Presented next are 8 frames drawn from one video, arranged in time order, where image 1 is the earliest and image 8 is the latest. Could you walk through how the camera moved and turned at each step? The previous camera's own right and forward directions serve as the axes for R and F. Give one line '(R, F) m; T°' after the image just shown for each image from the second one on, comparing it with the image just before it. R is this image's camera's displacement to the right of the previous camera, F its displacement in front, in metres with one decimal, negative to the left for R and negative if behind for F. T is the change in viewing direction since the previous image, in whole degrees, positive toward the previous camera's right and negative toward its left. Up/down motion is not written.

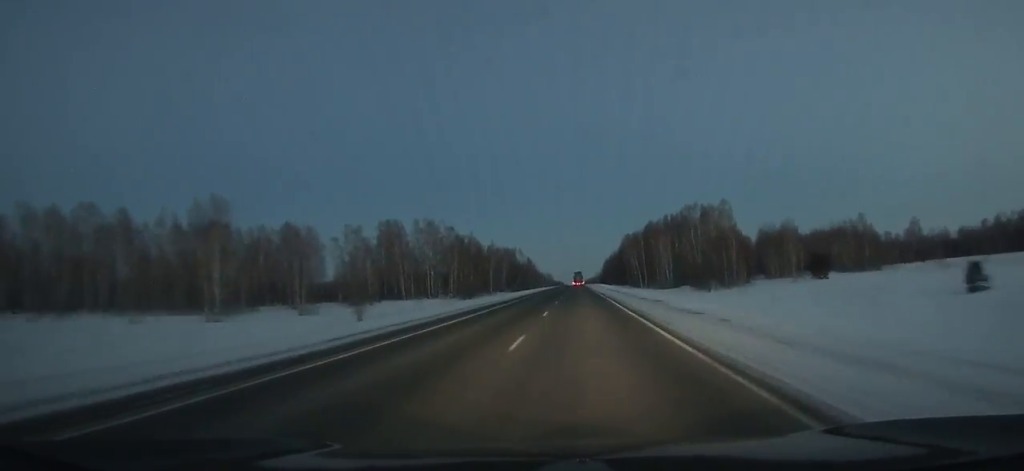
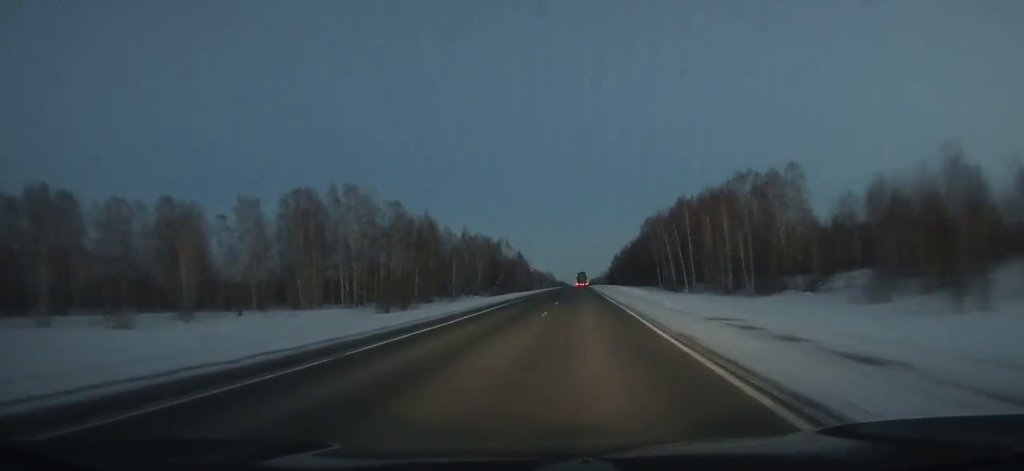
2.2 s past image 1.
(+0.1, +63.1) m; 0°
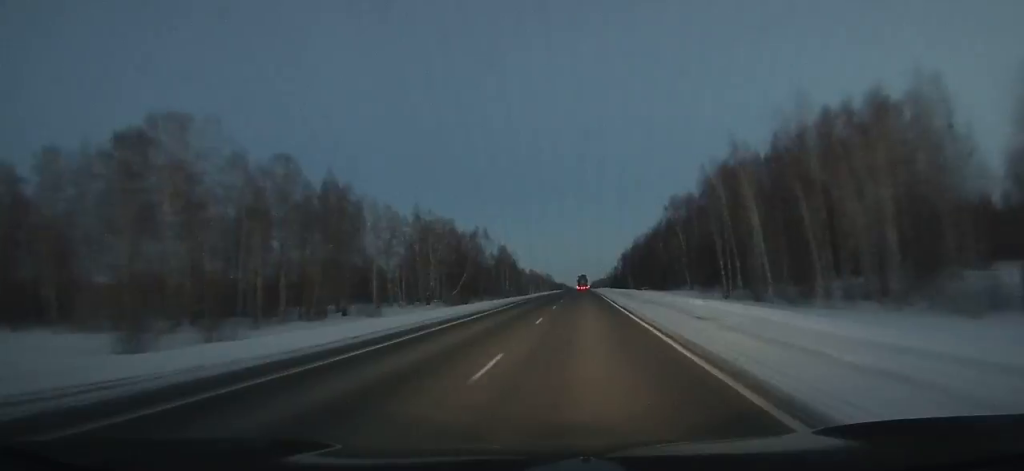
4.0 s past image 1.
(-0.1, +52.8) m; 0°
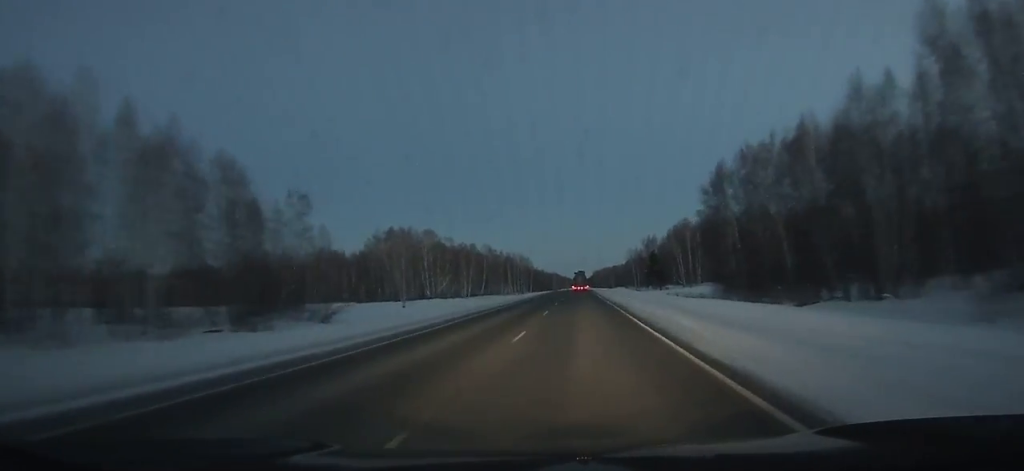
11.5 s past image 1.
(+0.4, +225.1) m; 0°
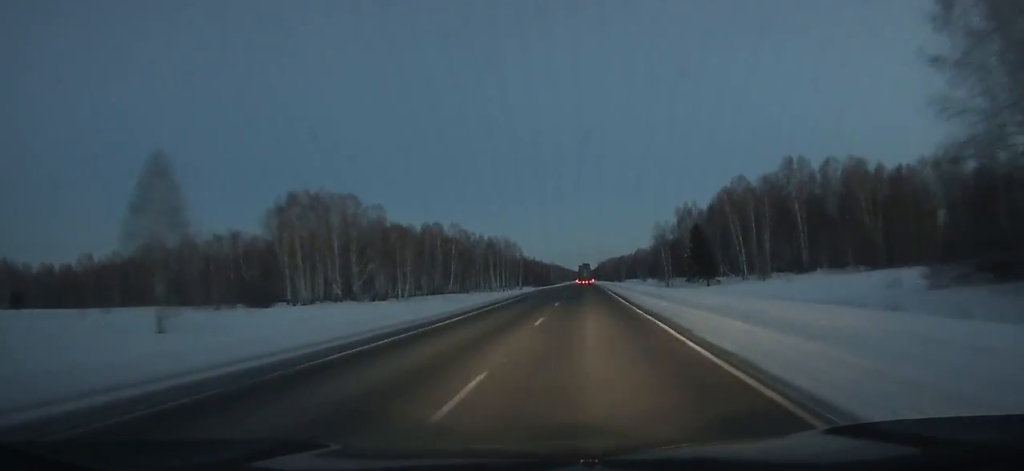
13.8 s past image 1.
(-0.2, +69.2) m; 0°
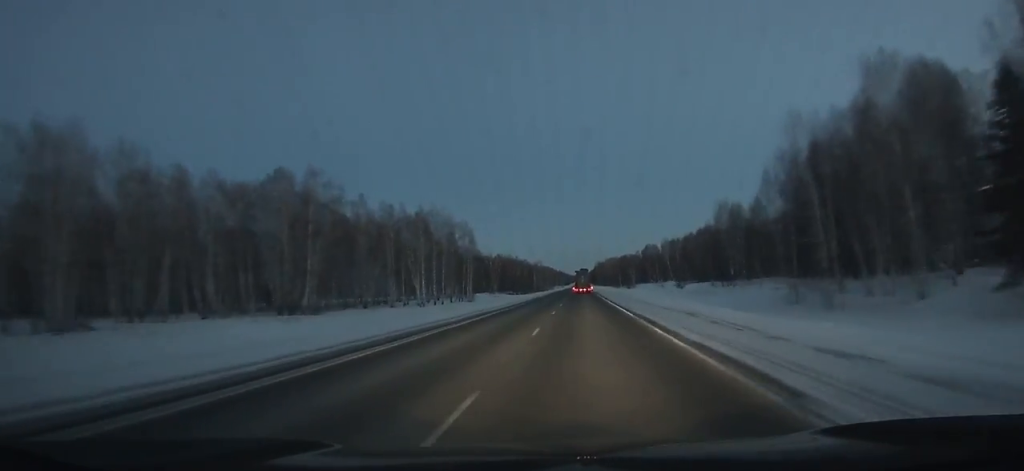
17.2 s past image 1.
(0.0, +101.5) m; 0°
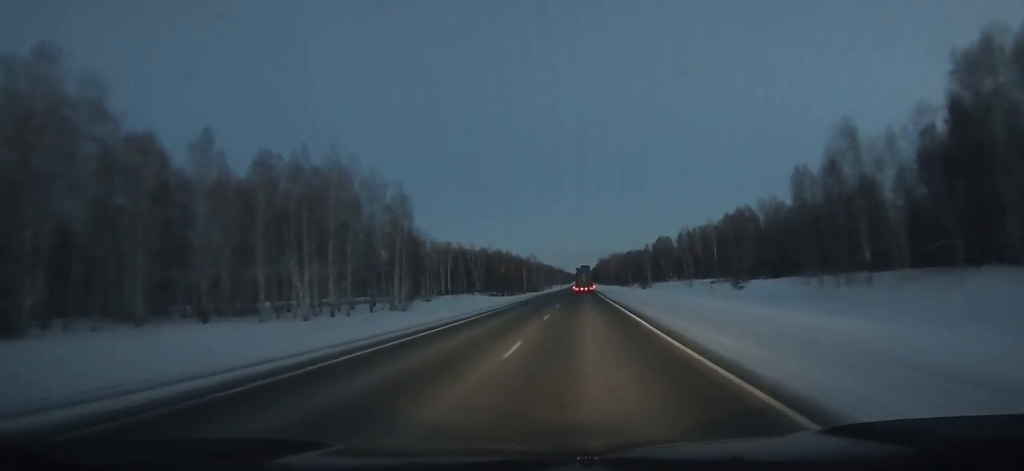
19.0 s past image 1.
(+0.1, +53.4) m; 0°
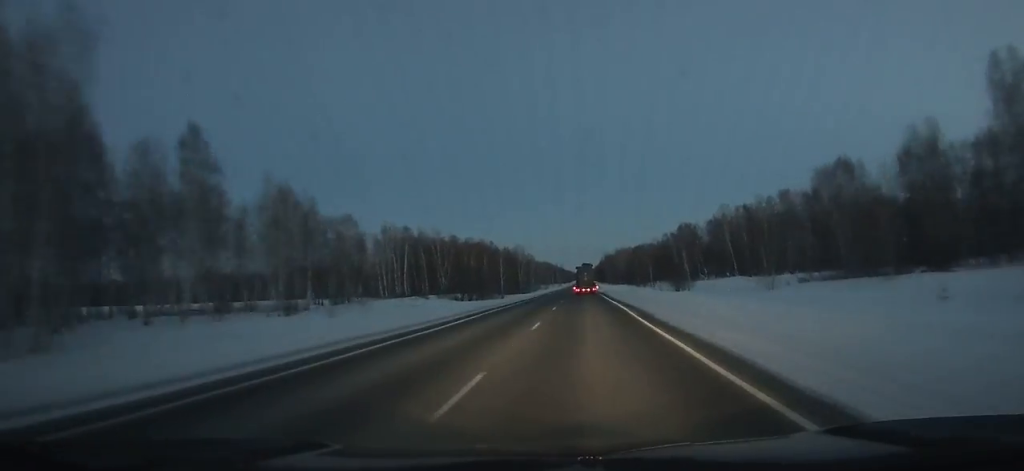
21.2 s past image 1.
(+0.1, +65.0) m; 0°
